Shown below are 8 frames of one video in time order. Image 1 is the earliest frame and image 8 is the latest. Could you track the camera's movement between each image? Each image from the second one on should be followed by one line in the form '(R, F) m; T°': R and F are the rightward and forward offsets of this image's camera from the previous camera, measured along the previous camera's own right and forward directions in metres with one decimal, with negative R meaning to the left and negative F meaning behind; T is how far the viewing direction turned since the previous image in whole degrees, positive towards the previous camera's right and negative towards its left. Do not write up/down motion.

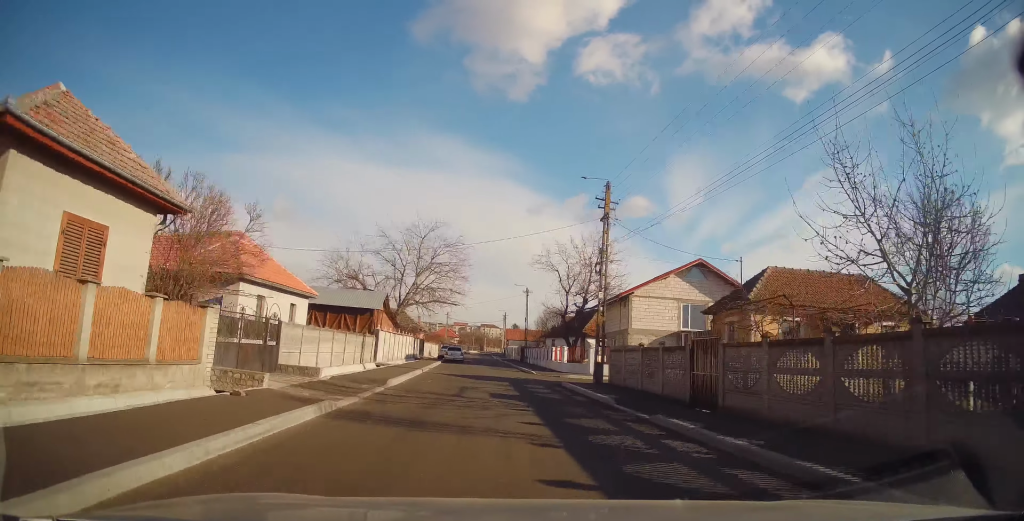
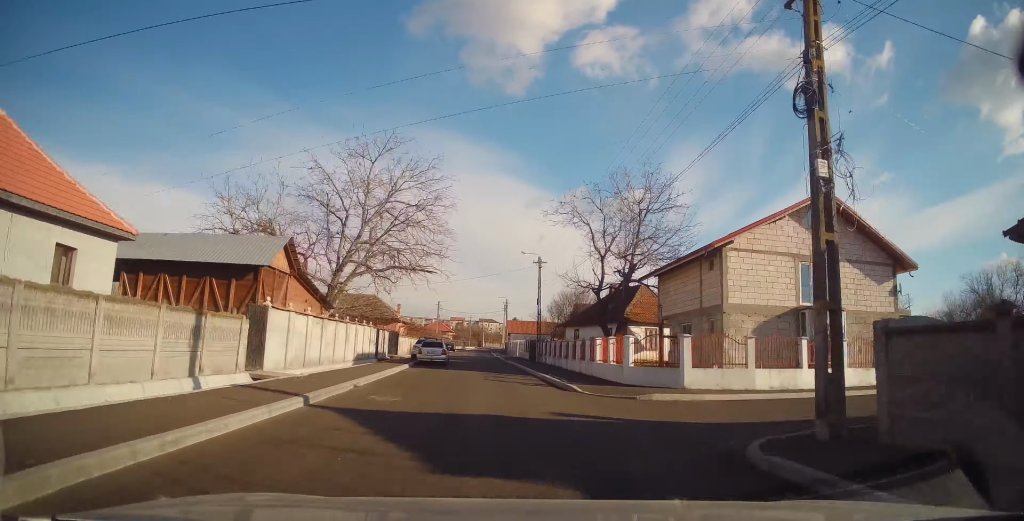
(0.0, +17.0) m; 0°
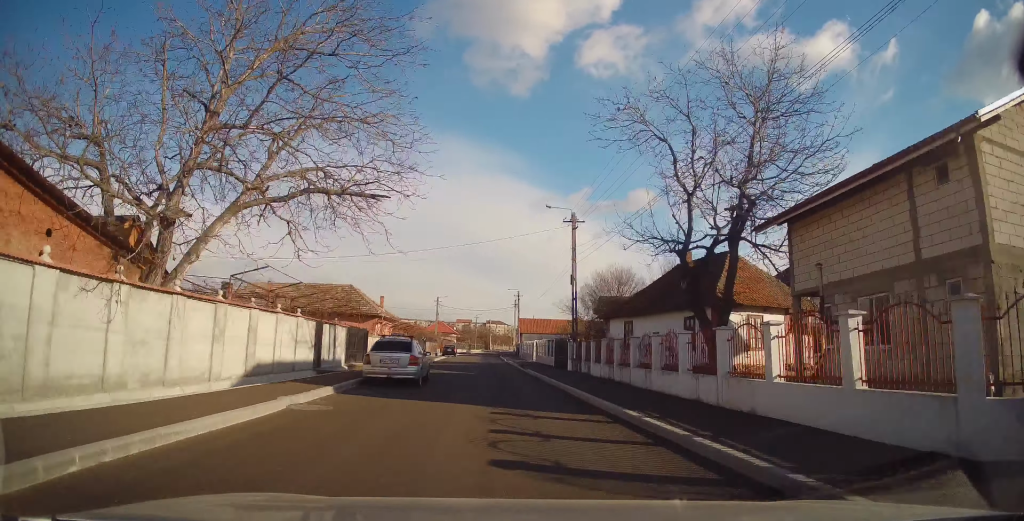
(0.0, +14.2) m; 0°
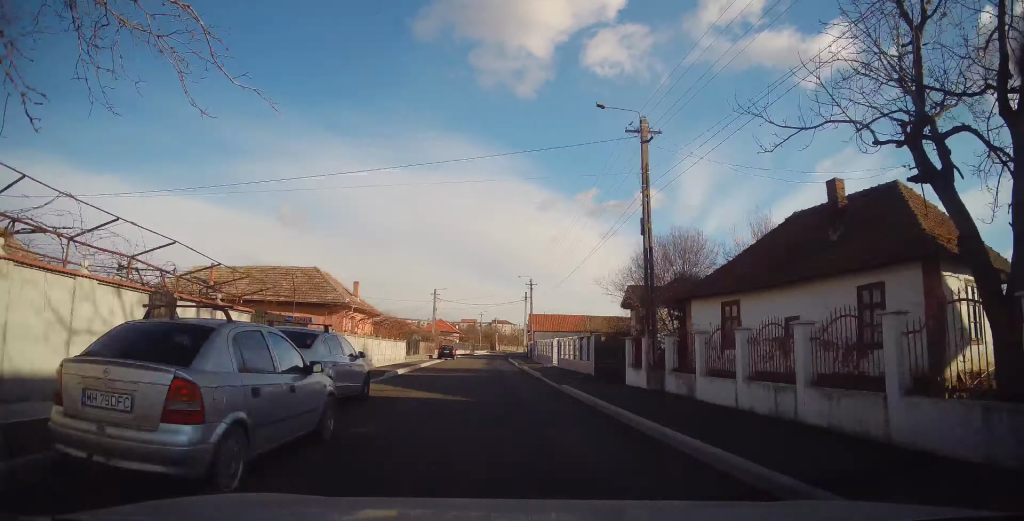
(0.0, +11.6) m; 0°
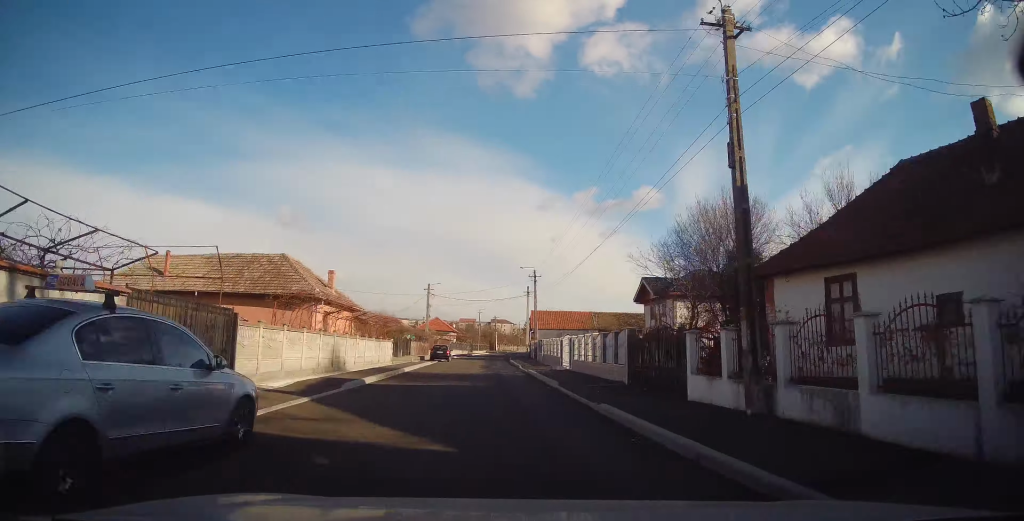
(0.0, +6.1) m; 0°
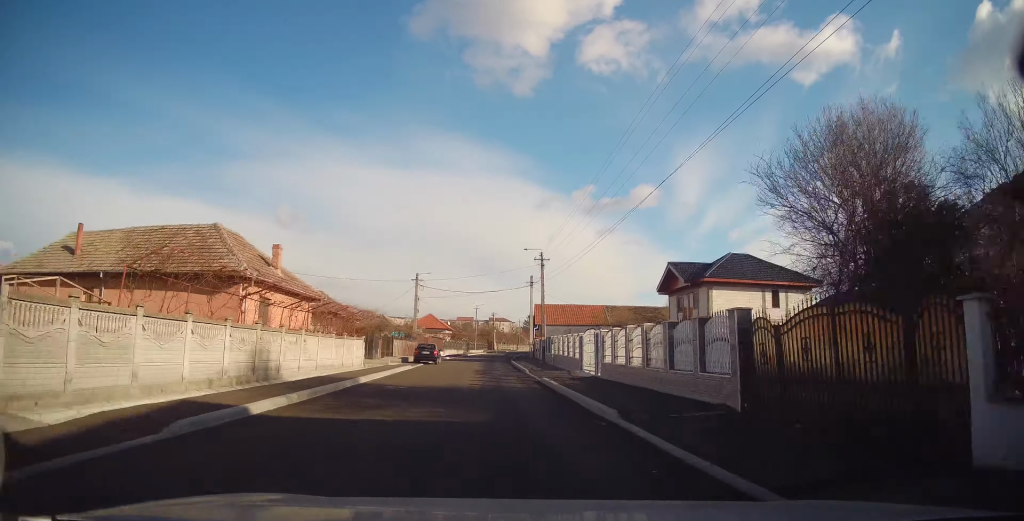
(+0.1, +8.7) m; -1°
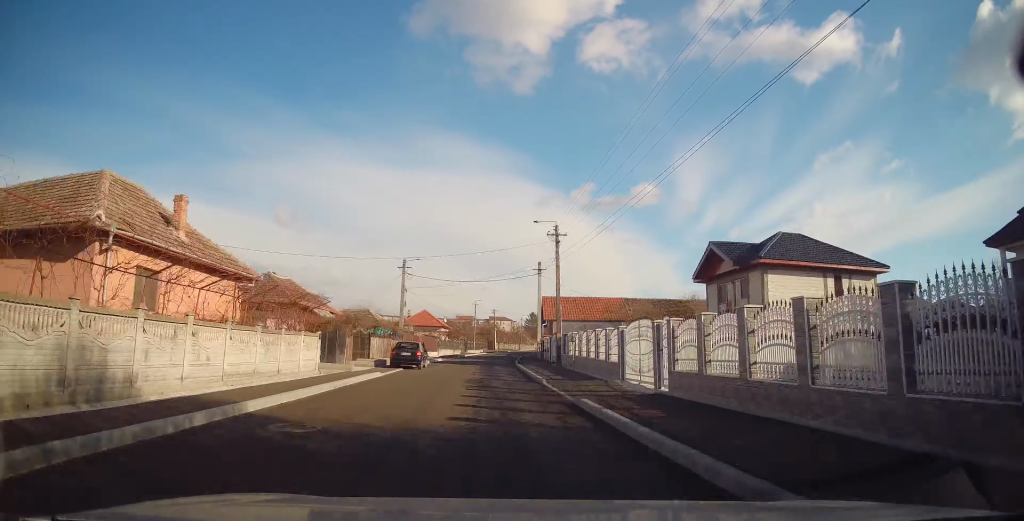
(-0.1, +8.2) m; 0°
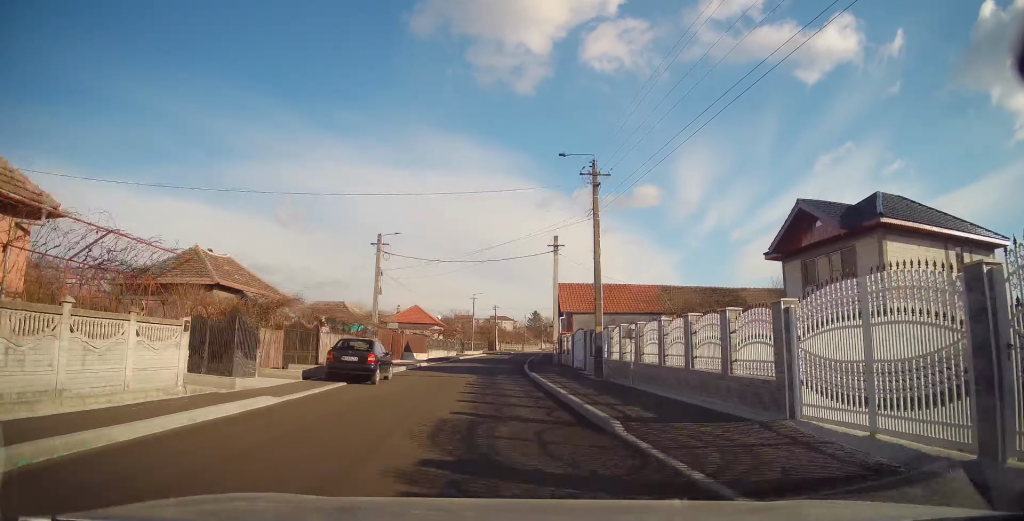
(-0.3, +10.8) m; 0°
